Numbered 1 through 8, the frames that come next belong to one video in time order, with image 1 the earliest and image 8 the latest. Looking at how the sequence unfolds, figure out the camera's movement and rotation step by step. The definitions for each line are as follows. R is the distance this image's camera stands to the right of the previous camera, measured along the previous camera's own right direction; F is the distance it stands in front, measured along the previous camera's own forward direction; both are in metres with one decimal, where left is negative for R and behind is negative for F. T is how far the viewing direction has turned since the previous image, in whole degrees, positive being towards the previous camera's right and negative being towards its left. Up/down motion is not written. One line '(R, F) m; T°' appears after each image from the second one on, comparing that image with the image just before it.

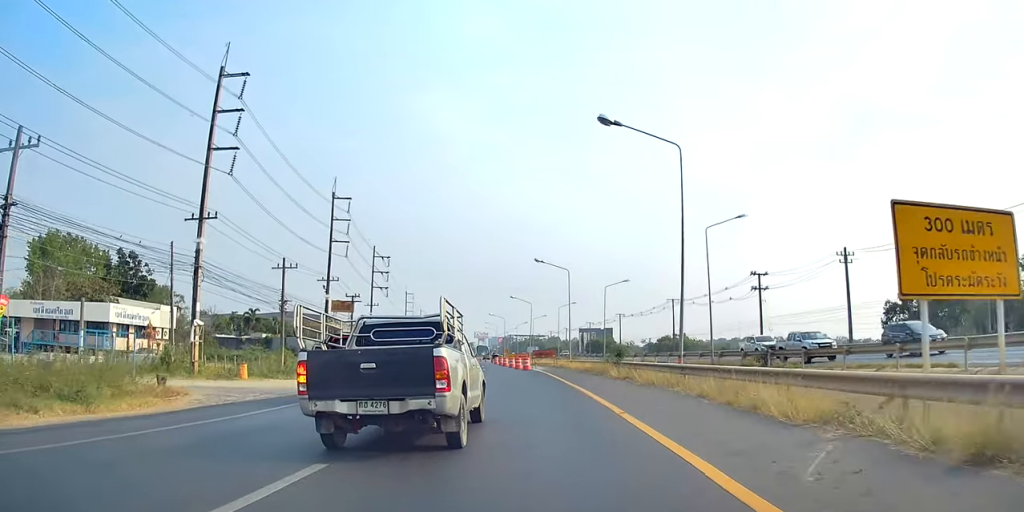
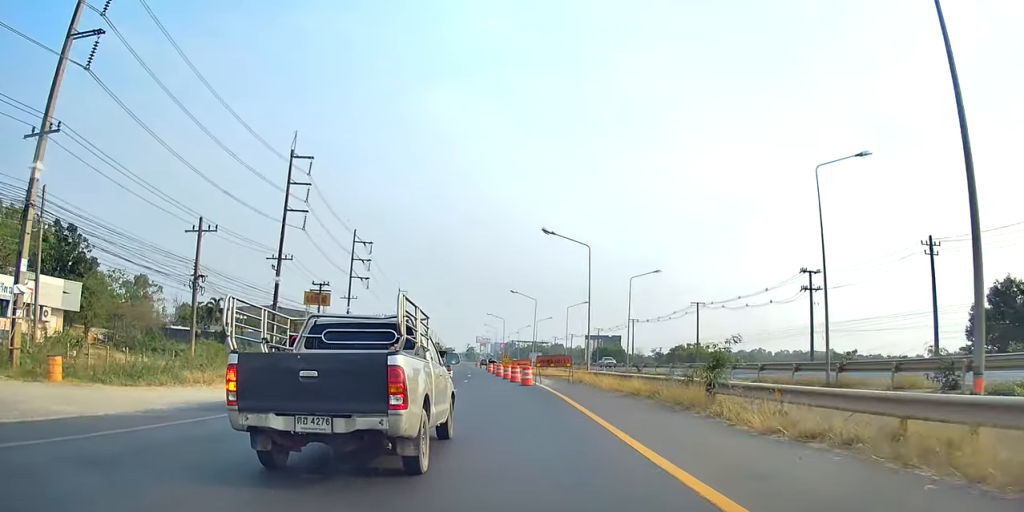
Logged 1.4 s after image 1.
(0.0, +18.9) m; 0°
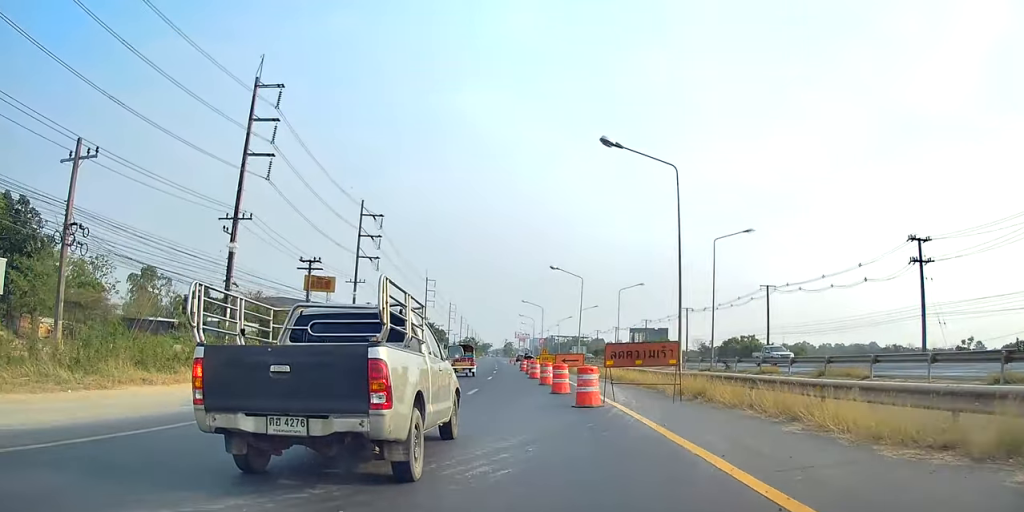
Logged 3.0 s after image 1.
(-0.7, +18.7) m; -5°
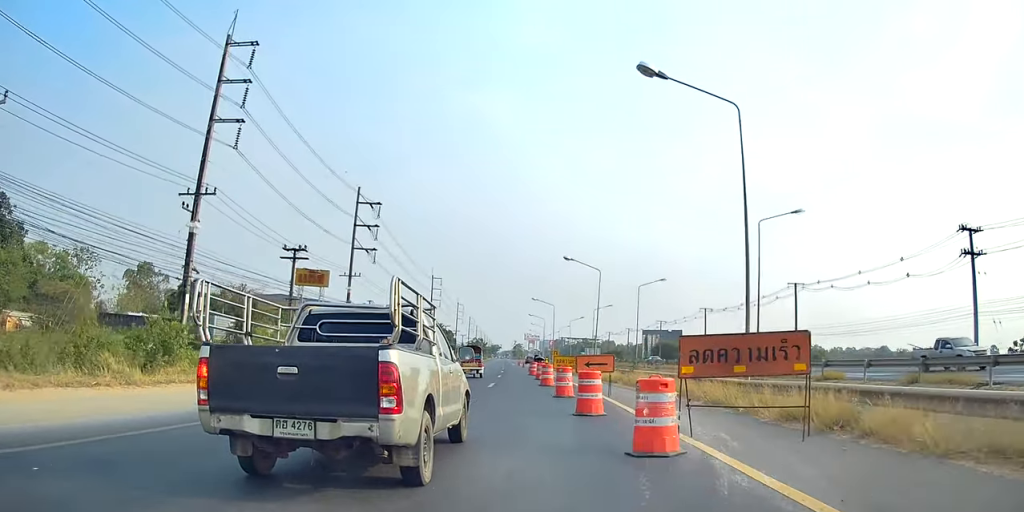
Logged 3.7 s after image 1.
(-0.1, +7.3) m; -1°
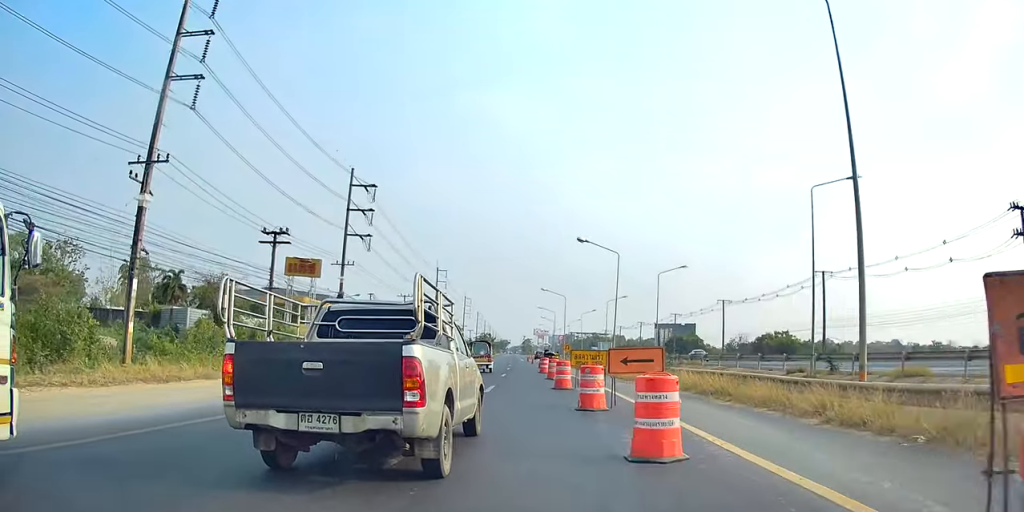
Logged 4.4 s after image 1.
(0.0, +6.9) m; 0°
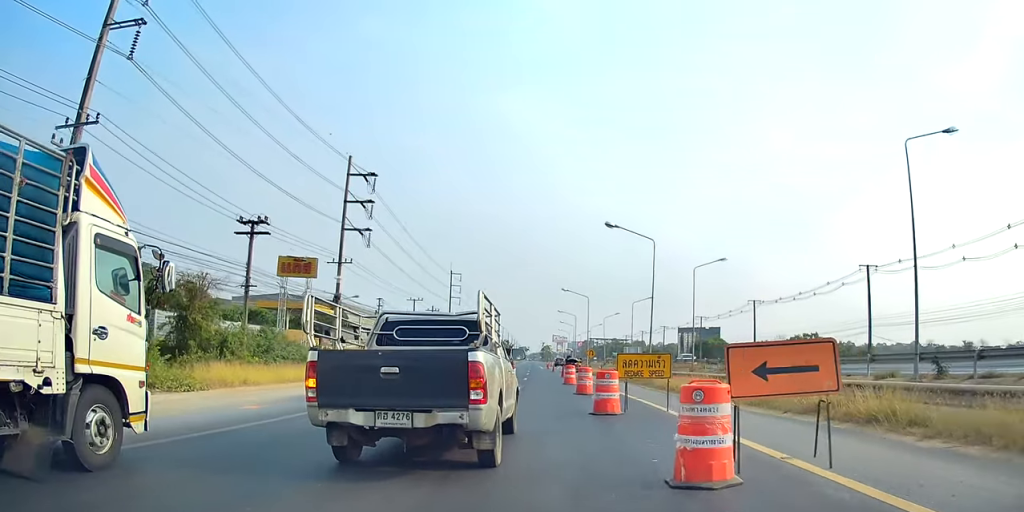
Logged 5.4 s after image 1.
(0.0, +8.0) m; -1°
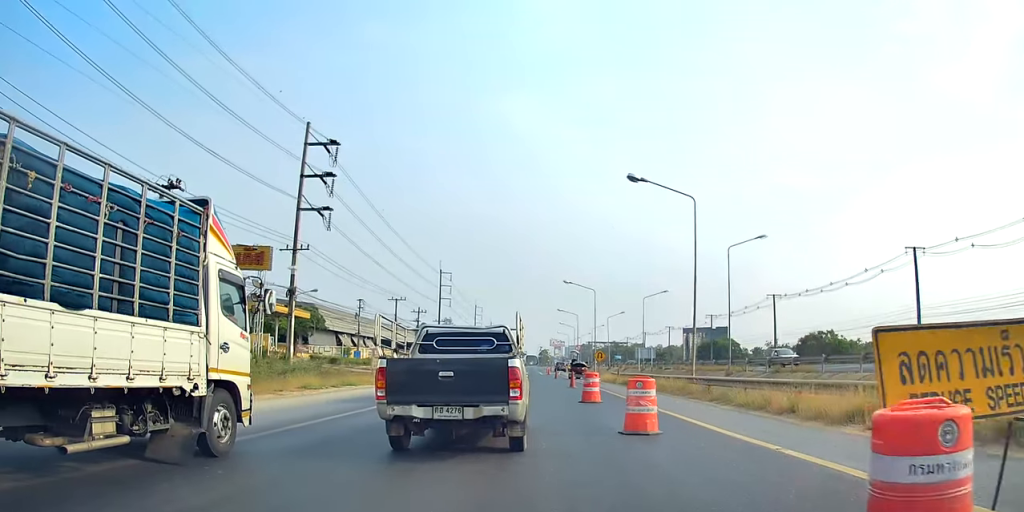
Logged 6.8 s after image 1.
(-1.0, +10.5) m; -7°
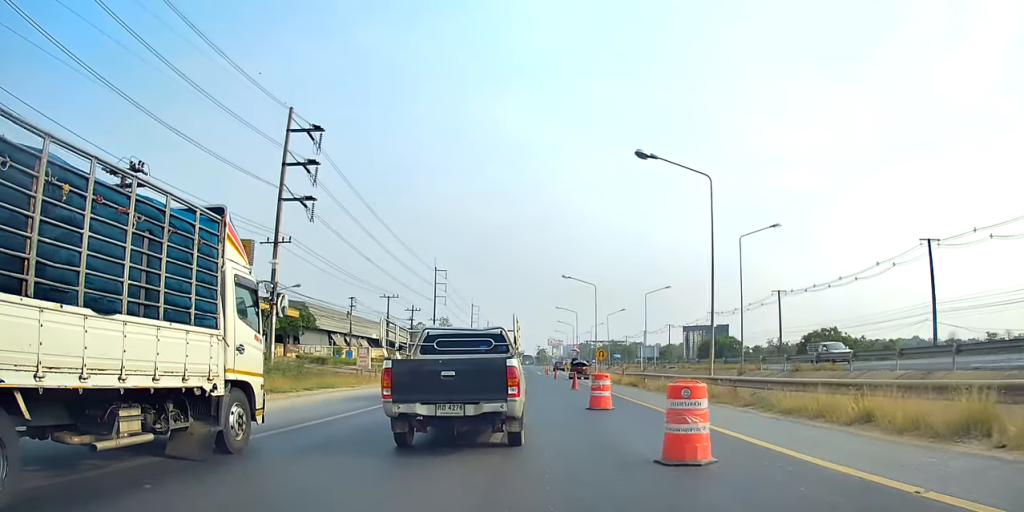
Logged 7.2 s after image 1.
(-0.4, +3.0) m; -1°
